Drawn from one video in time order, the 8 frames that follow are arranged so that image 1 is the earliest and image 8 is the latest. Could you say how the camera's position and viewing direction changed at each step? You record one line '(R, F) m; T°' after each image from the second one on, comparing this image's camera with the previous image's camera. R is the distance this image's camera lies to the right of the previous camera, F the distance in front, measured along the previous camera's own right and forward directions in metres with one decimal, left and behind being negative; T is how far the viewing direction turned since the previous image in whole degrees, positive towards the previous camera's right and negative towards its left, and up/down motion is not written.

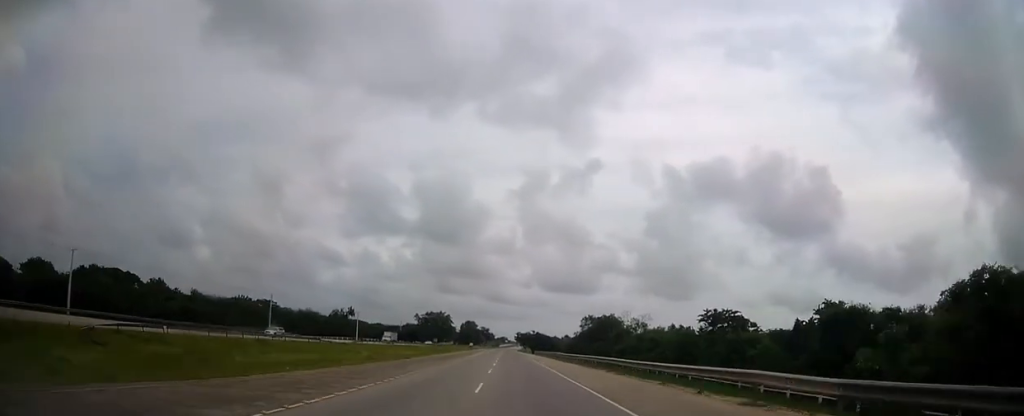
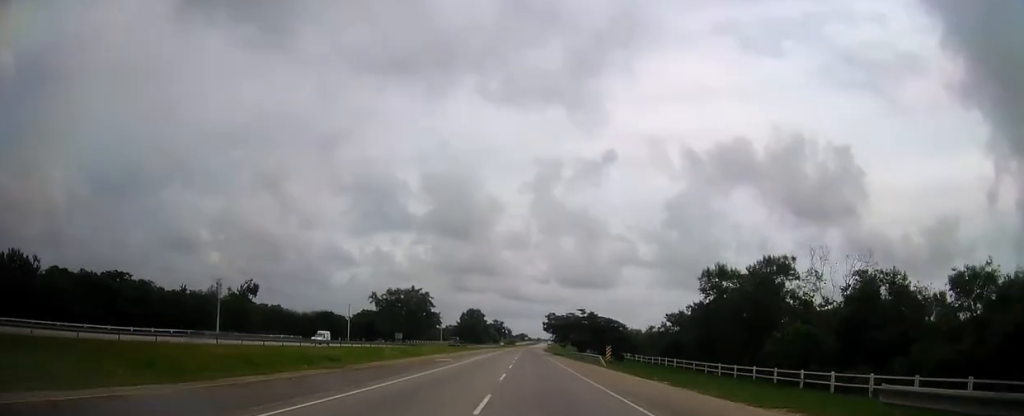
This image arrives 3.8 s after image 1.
(-2.8, +113.5) m; -2°
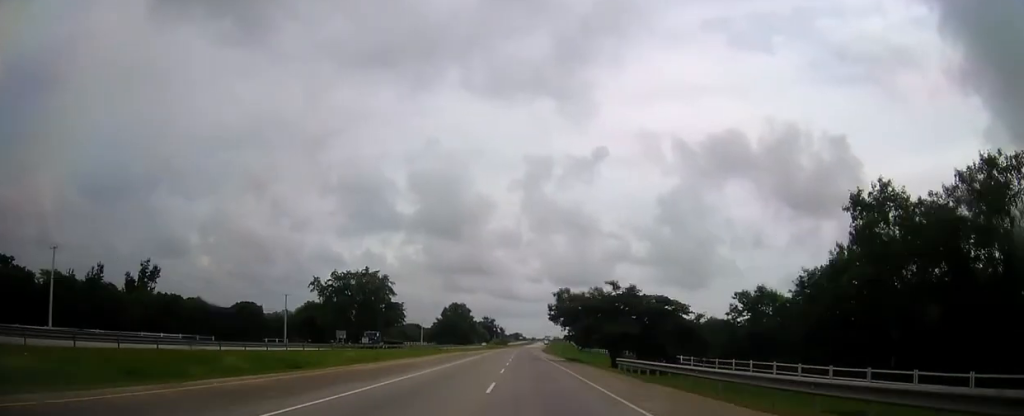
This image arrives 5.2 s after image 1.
(+0.1, +41.7) m; 0°
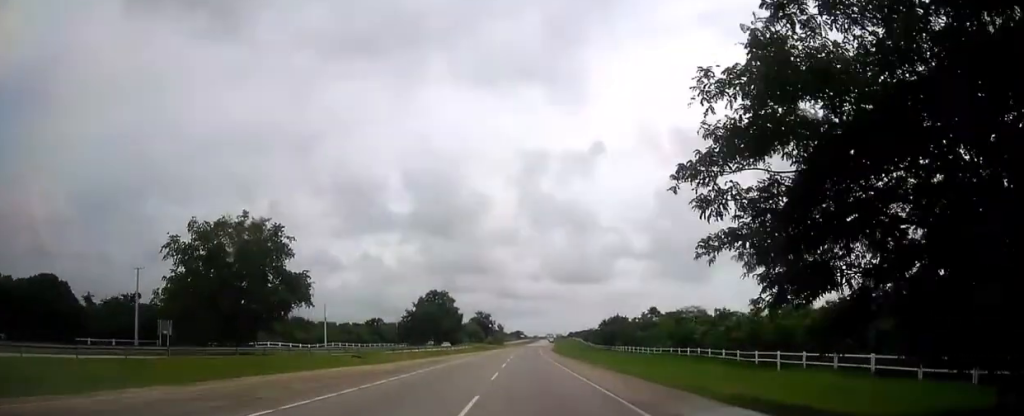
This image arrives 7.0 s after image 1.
(+0.1, +54.2) m; 0°
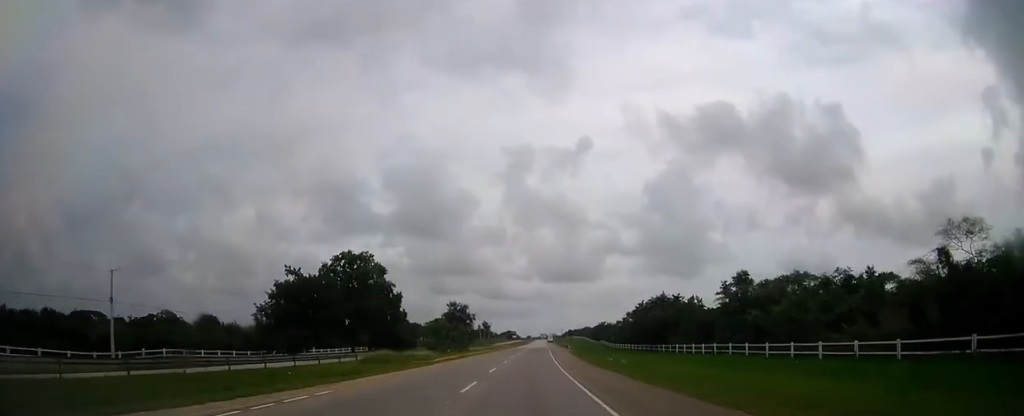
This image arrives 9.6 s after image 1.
(+0.4, +78.3) m; +1°
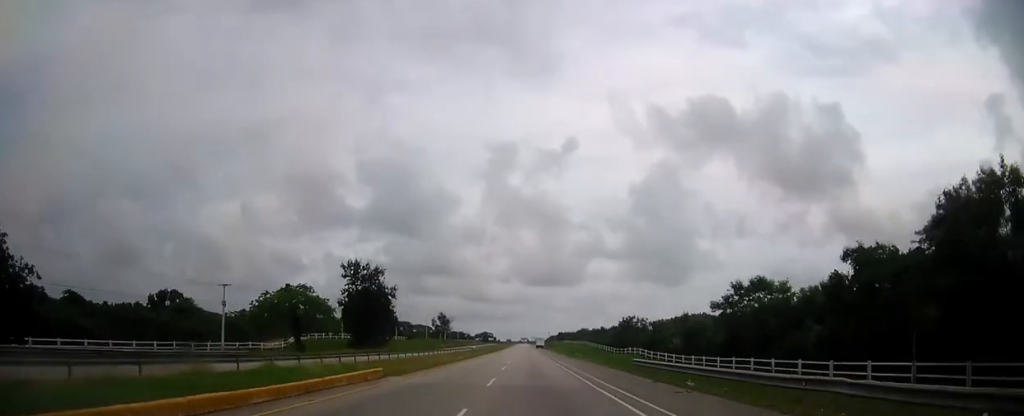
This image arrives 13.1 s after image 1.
(+1.1, +105.1) m; +1°
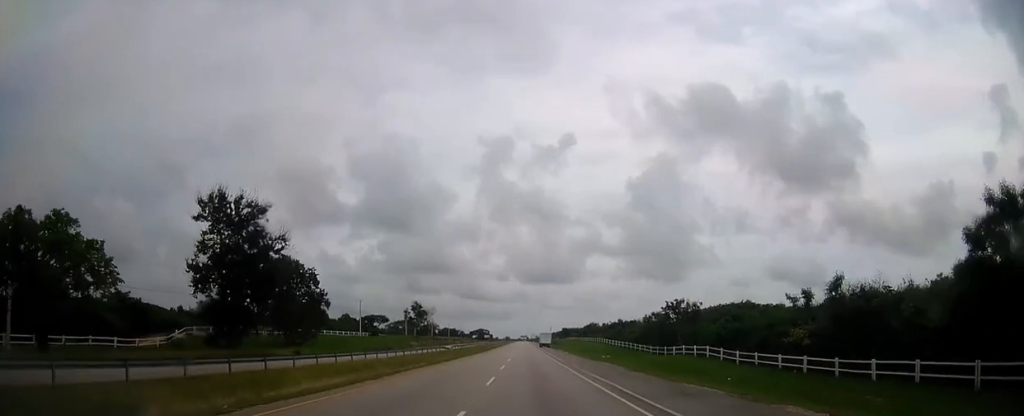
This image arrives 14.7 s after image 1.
(+0.2, +47.4) m; 0°
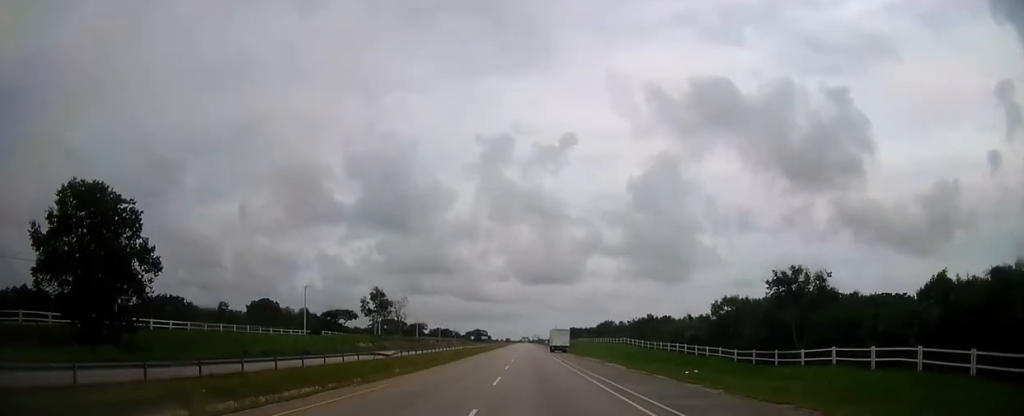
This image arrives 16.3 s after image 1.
(+0.1, +47.3) m; 0°
